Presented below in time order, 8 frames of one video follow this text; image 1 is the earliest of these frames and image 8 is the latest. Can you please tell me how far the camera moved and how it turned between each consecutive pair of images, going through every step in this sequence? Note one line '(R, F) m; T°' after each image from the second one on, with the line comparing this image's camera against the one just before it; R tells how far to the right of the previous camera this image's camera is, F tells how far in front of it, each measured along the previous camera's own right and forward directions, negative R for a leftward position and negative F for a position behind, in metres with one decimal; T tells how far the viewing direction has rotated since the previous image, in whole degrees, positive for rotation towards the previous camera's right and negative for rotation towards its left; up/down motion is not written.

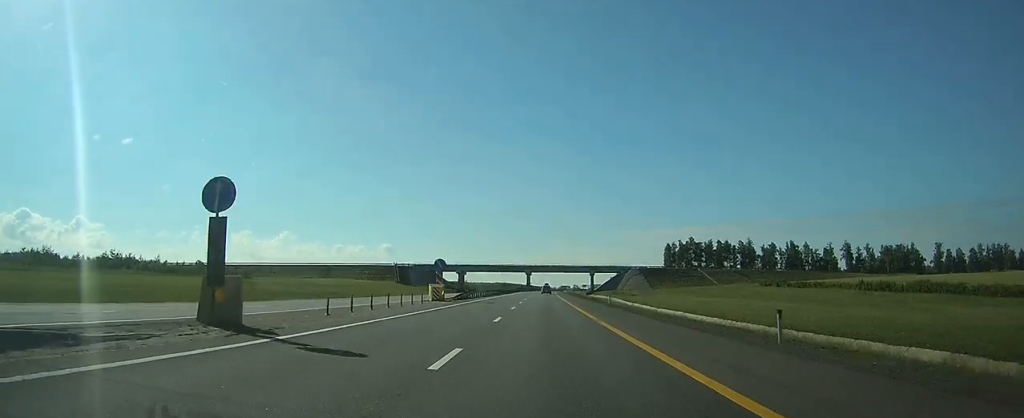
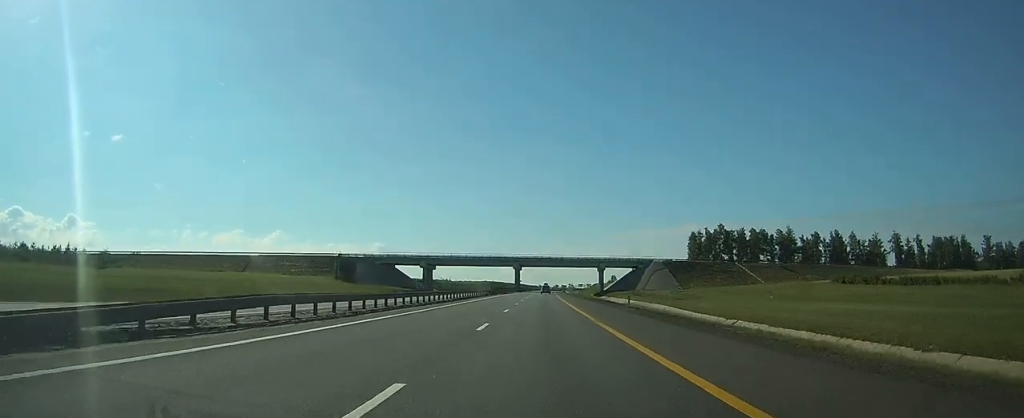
(+0.4, +52.3) m; +1°
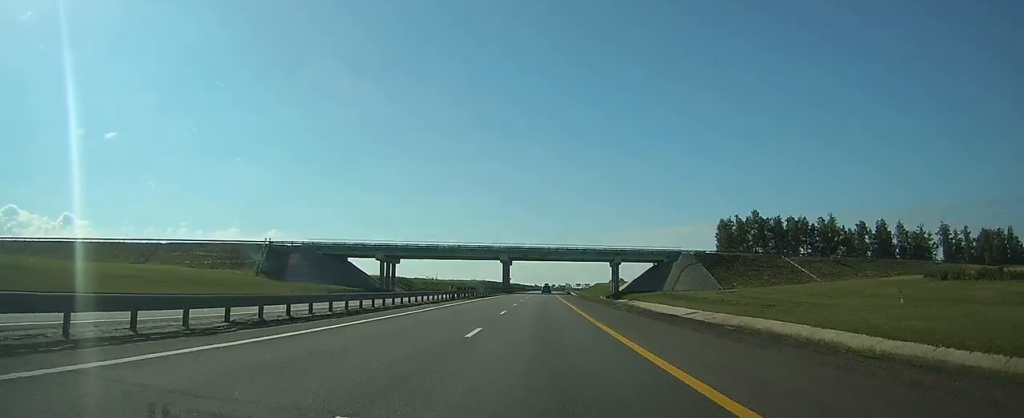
(+0.1, +37.9) m; +1°
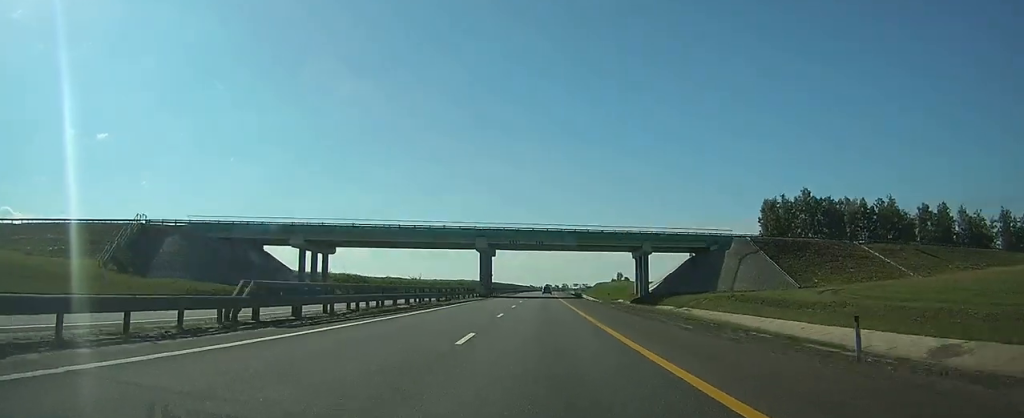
(+0.4, +37.8) m; +1°
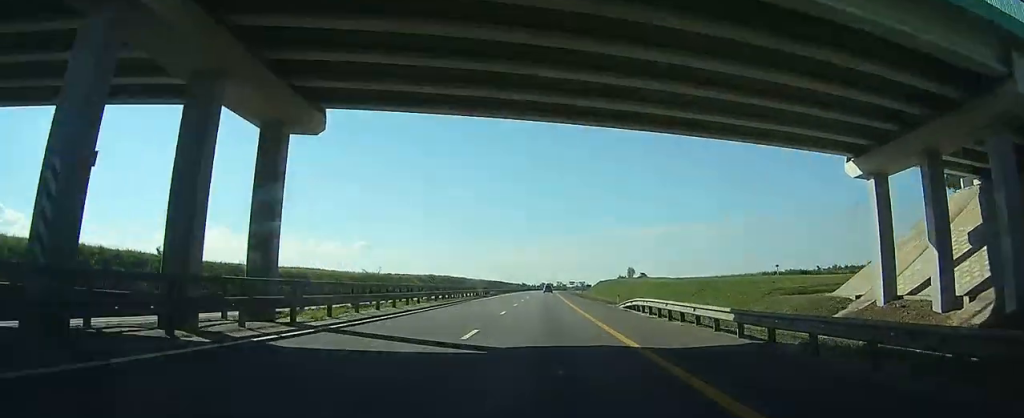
(+0.4, +71.1) m; +1°
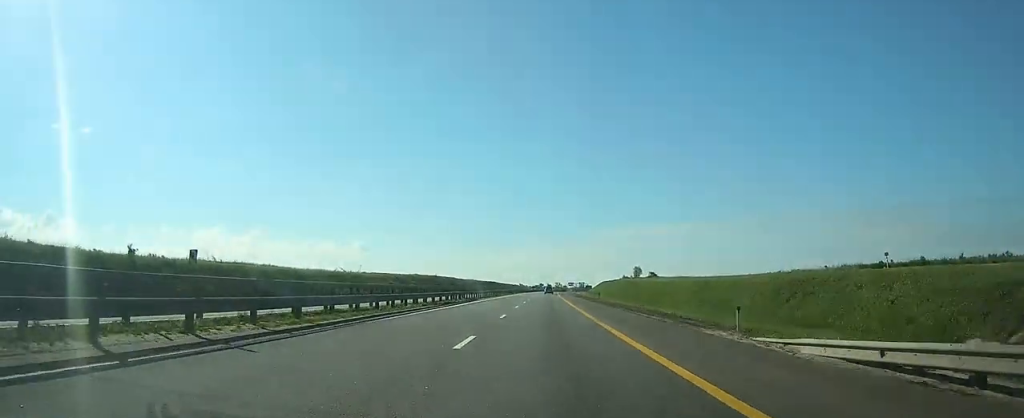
(0.0, +25.9) m; 0°
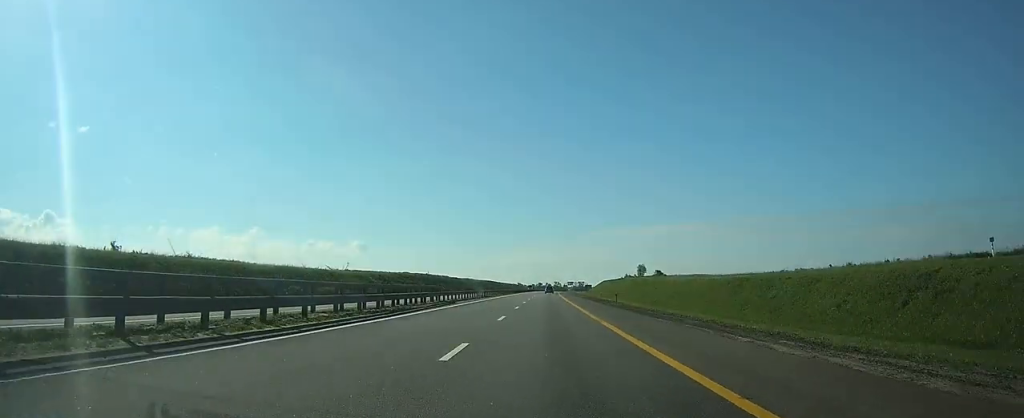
(0.0, +14.0) m; 0°
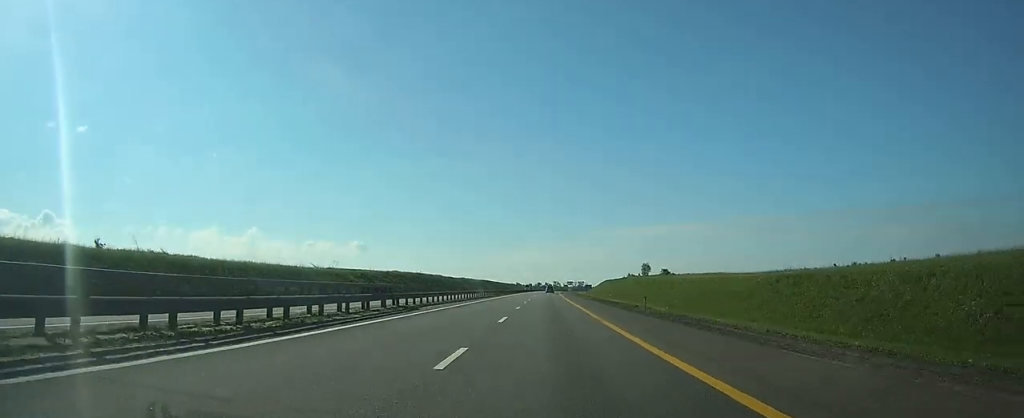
(0.0, +12.9) m; 0°
